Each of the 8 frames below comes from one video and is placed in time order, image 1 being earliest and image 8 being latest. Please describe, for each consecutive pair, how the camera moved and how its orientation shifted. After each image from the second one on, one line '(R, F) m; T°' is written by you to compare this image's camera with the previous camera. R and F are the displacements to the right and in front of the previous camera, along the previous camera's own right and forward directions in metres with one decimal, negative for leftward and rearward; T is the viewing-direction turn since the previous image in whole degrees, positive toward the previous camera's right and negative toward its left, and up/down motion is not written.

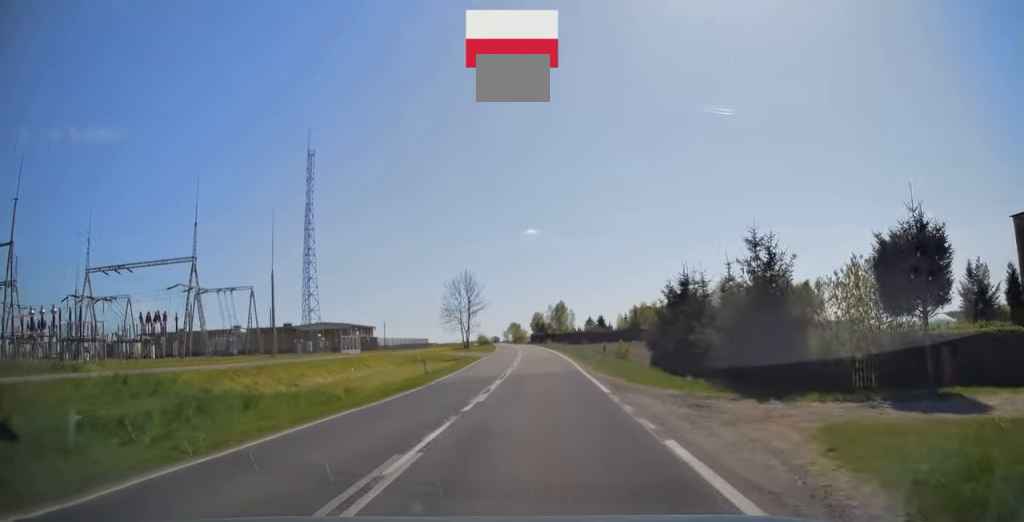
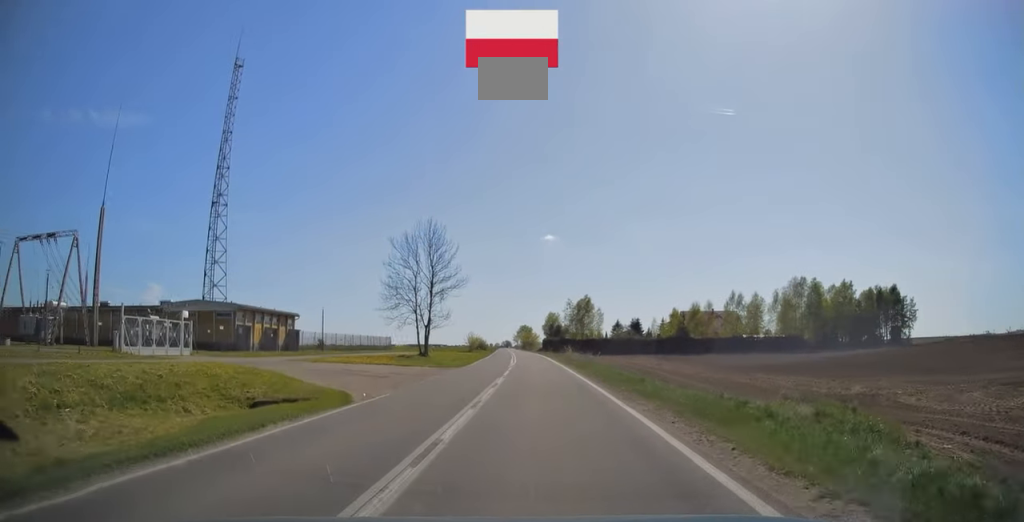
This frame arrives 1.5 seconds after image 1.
(-0.5, +41.7) m; -2°
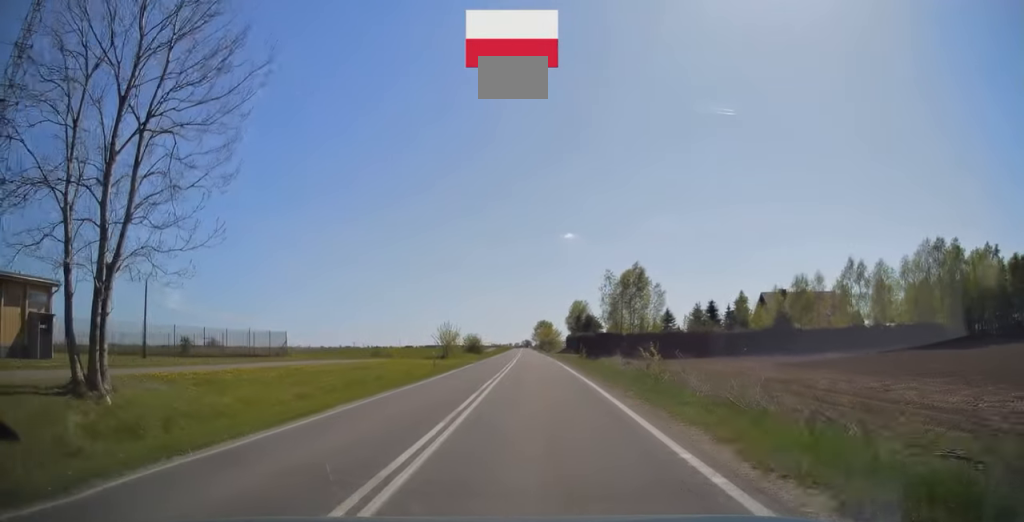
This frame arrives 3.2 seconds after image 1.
(-0.6, +42.9) m; -1°
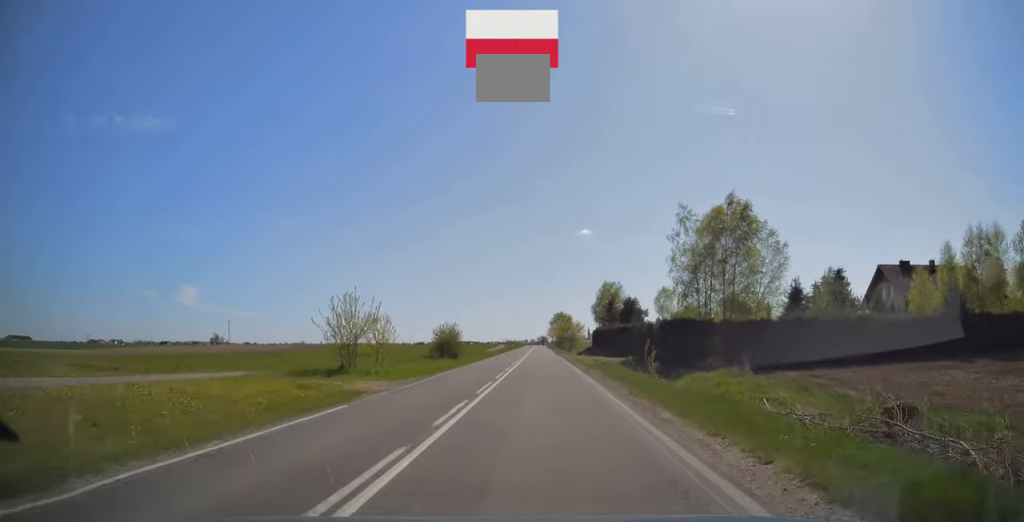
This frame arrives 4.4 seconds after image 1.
(-0.4, +33.5) m; -1°
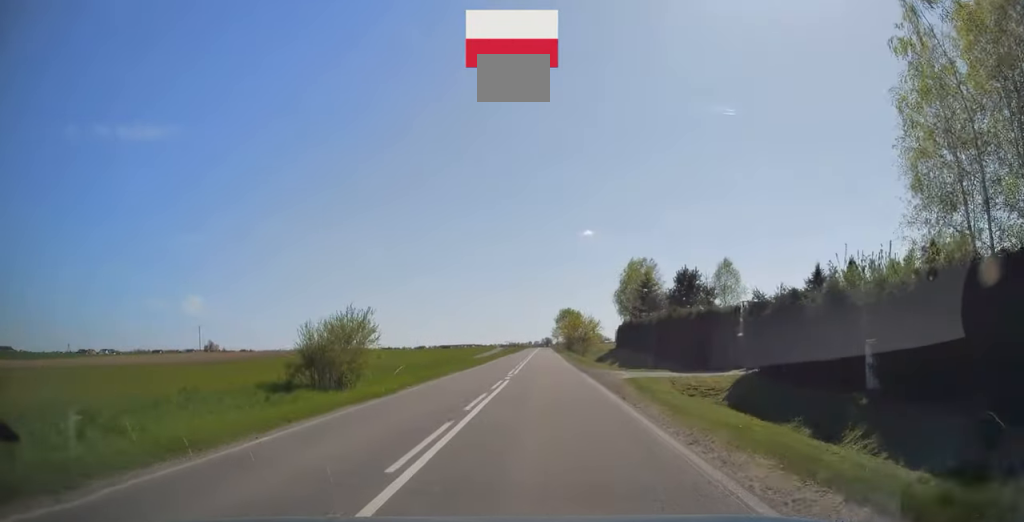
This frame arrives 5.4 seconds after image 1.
(-0.2, +27.8) m; -1°
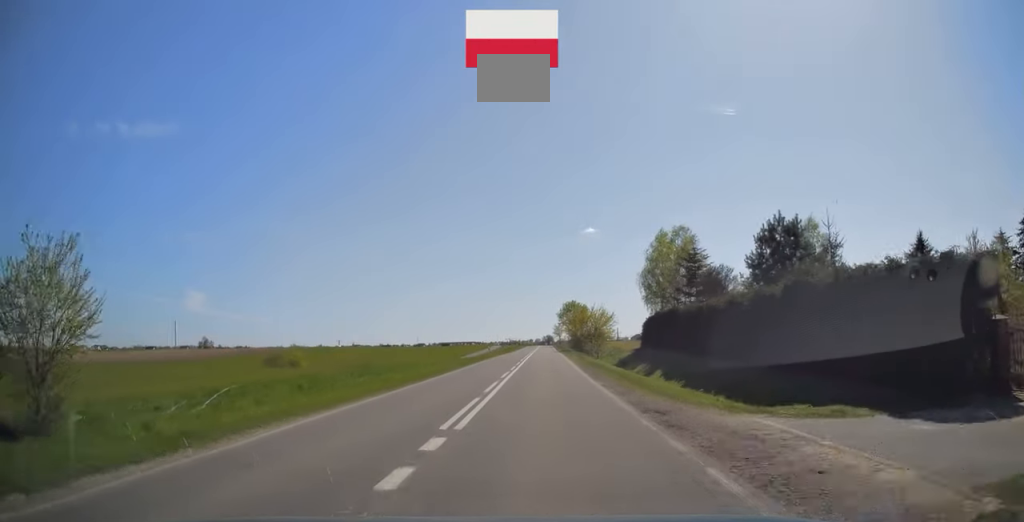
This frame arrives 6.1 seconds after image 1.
(0.0, +18.4) m; 0°
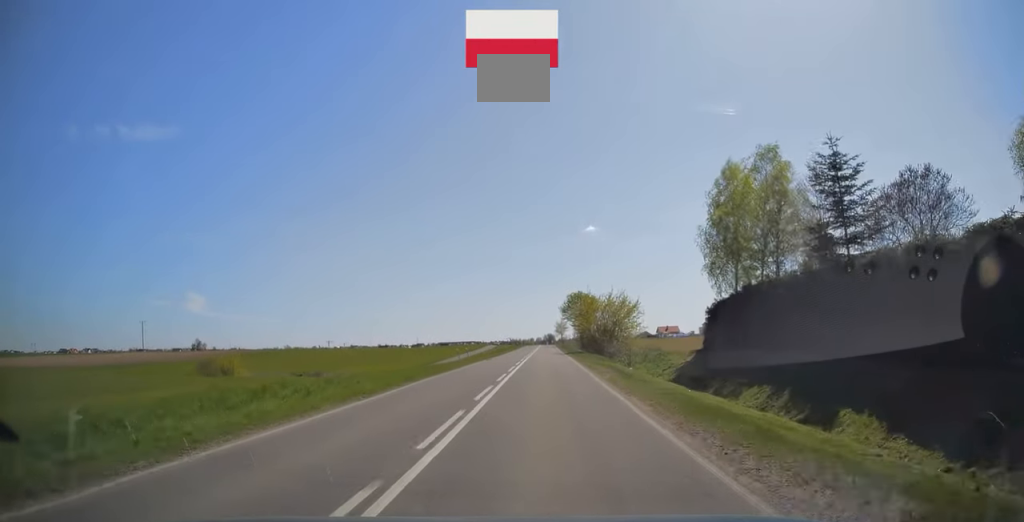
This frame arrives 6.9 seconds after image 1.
(0.0, +21.5) m; 0°
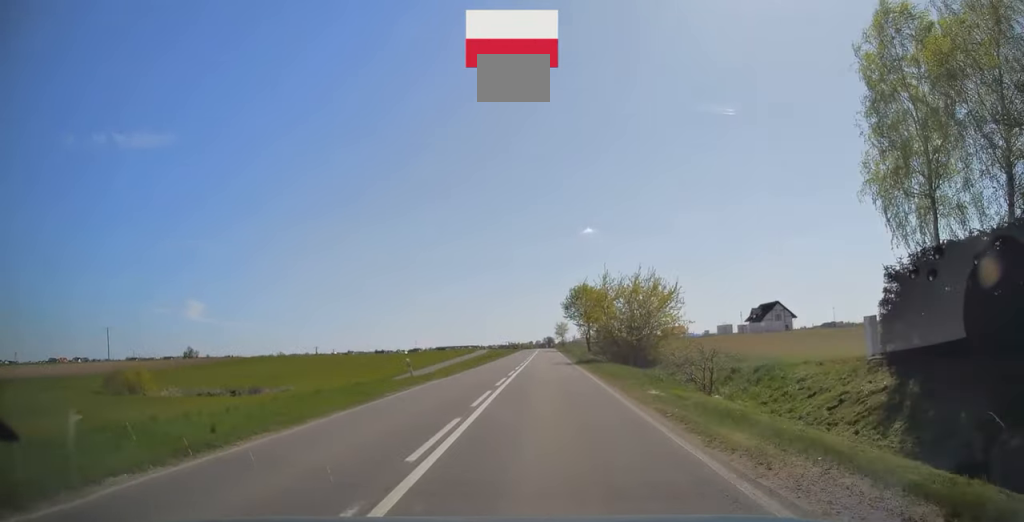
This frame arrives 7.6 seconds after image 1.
(0.0, +18.8) m; 0°
